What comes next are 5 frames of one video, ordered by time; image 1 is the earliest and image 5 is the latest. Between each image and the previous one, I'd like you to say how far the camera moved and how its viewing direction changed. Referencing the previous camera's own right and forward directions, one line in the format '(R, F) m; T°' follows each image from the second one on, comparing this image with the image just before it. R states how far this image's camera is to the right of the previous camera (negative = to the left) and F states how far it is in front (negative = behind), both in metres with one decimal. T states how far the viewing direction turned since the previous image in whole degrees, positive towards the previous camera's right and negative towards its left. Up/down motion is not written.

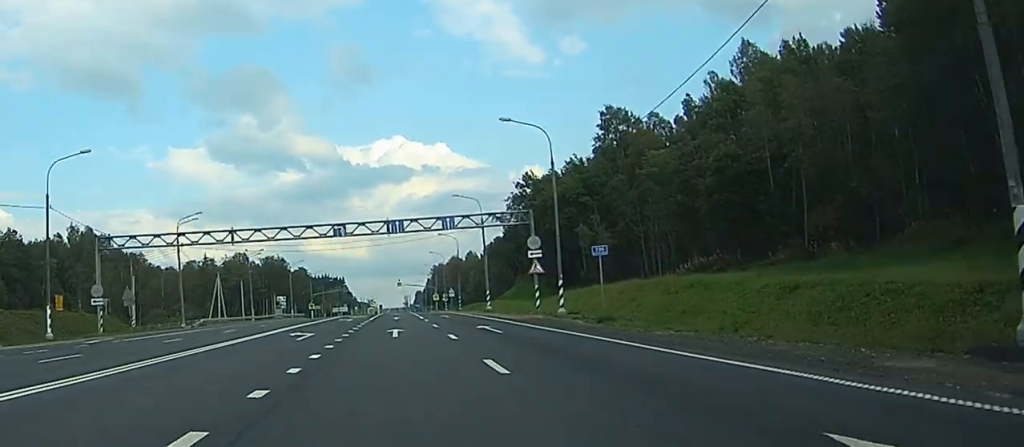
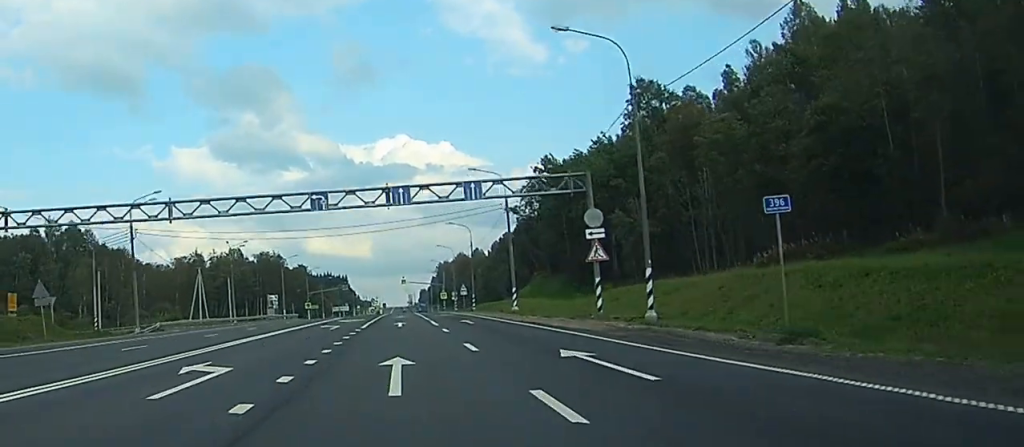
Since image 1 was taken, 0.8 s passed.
(0.0, +17.4) m; 0°
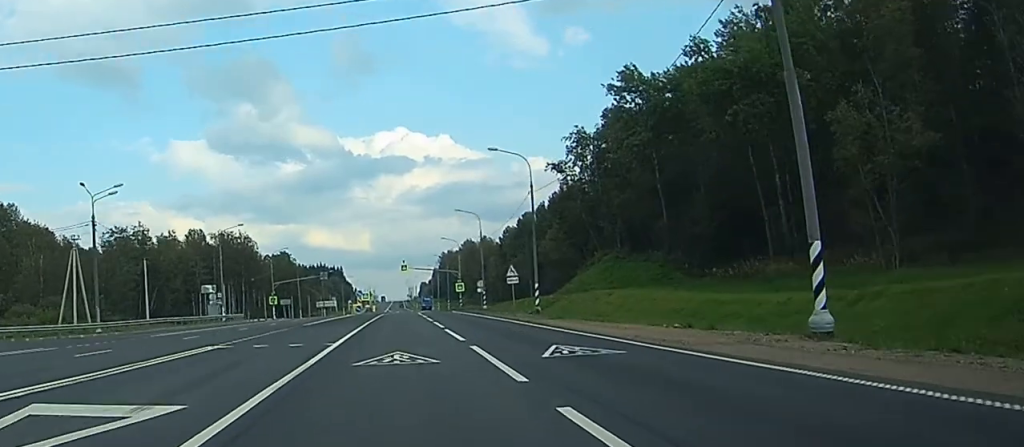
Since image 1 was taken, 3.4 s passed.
(+0.2, +52.9) m; +1°
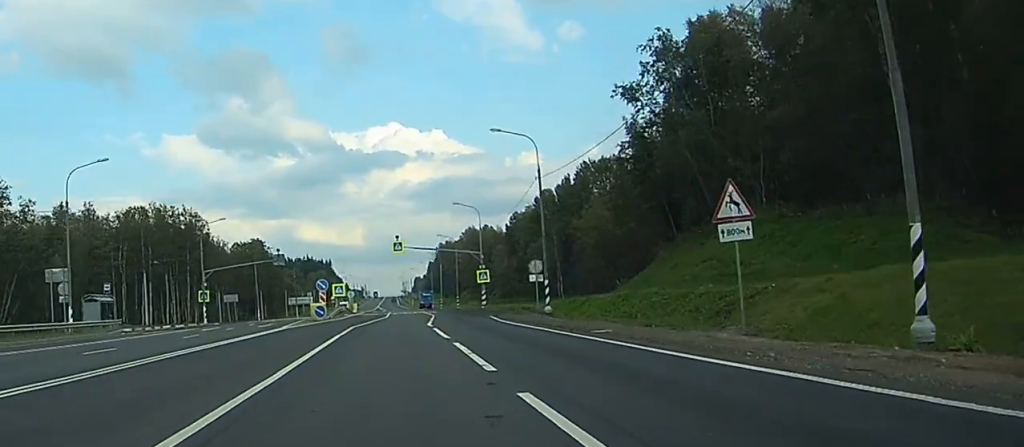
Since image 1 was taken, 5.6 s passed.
(0.0, +45.4) m; 0°
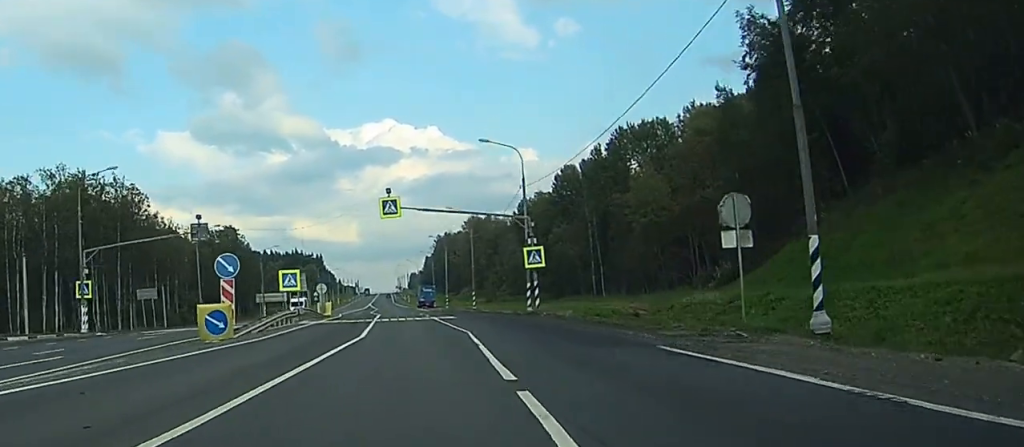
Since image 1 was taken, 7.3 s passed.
(+2.2, +33.7) m; +3°
